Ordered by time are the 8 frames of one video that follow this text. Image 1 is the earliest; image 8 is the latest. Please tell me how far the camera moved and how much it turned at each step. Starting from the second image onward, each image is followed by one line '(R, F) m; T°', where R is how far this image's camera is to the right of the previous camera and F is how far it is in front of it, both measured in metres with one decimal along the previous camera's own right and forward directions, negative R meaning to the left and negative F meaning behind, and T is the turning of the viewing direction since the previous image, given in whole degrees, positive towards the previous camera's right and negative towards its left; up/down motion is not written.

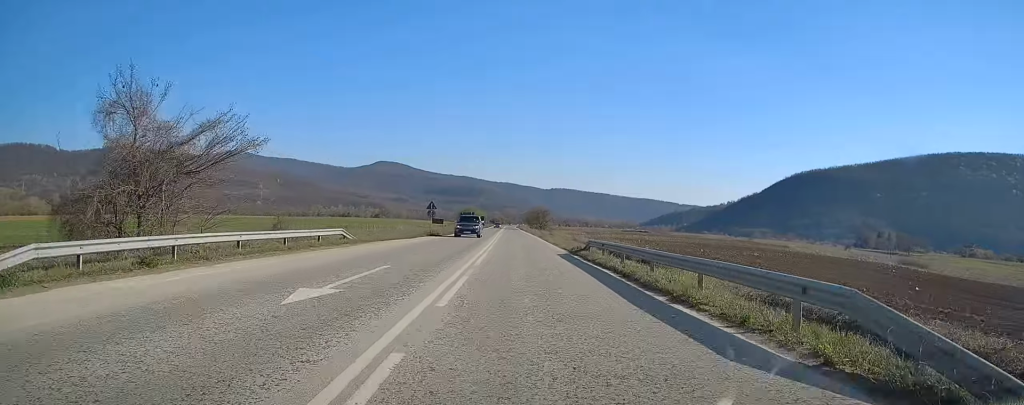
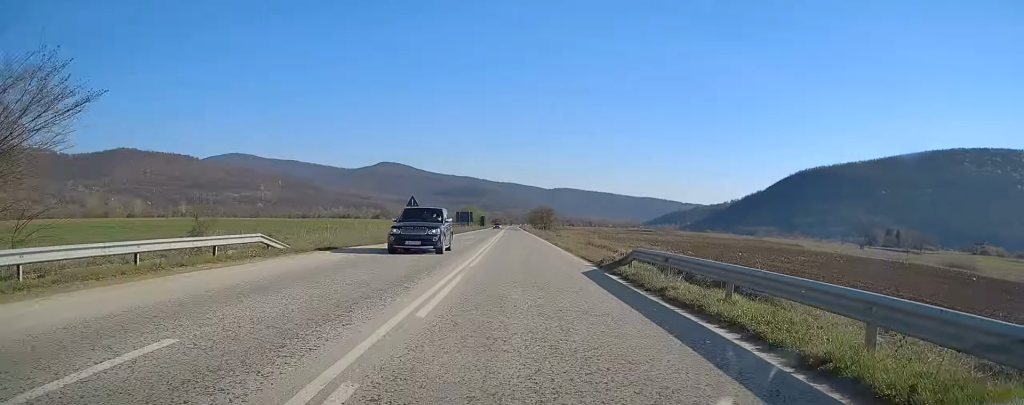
(+0.1, +9.8) m; 0°
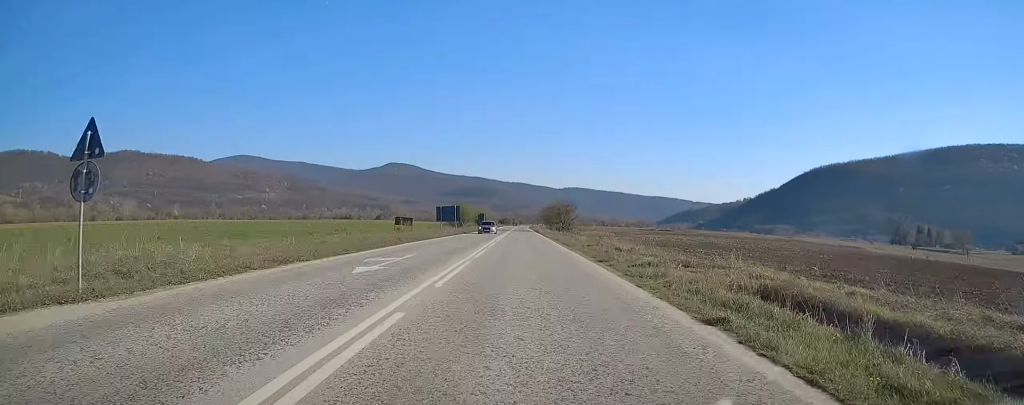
(-0.4, +32.4) m; -1°
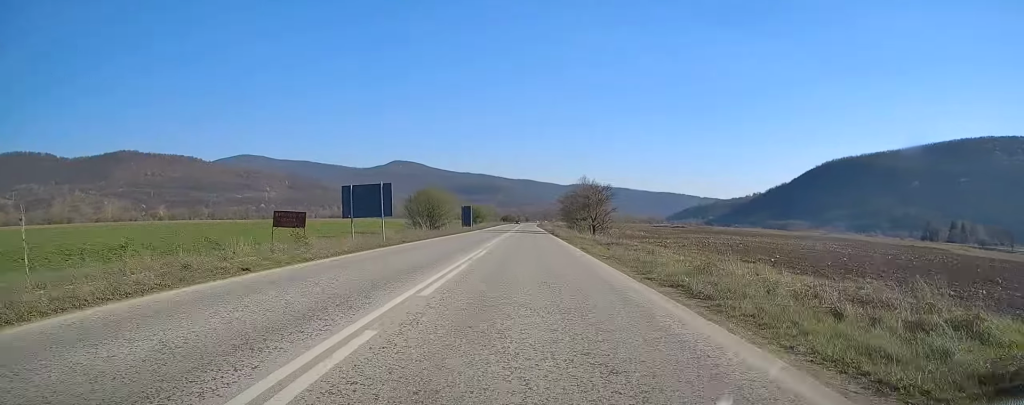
(-0.2, +37.6) m; -1°
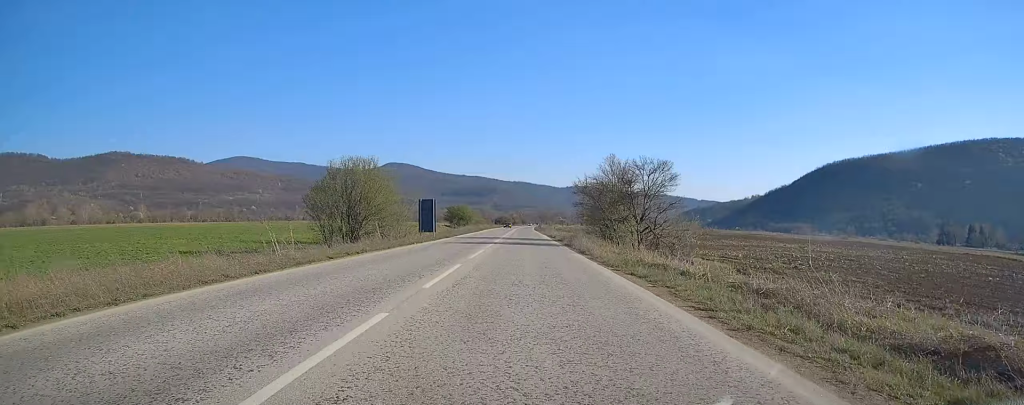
(-0.1, +27.9) m; 0°
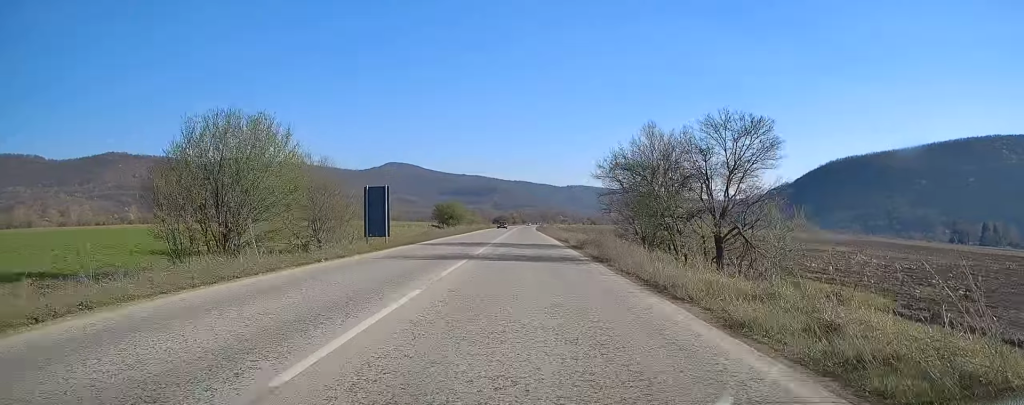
(+0.1, +15.6) m; 0°
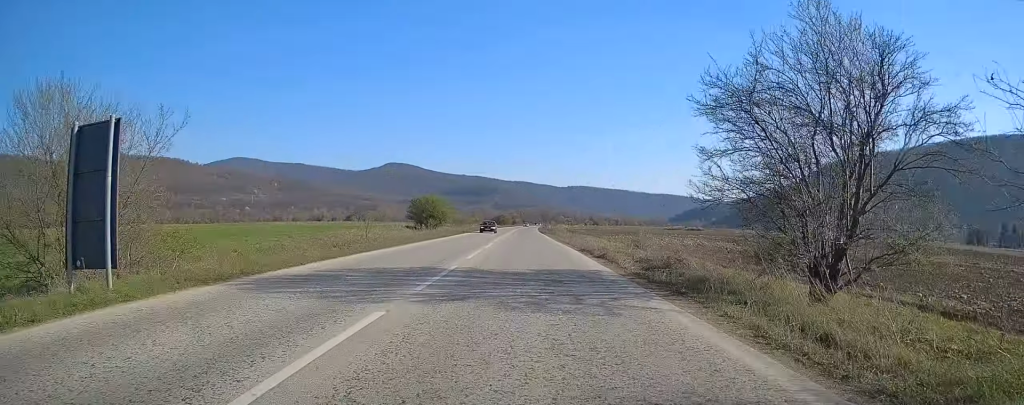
(-0.2, +20.4) m; 0°
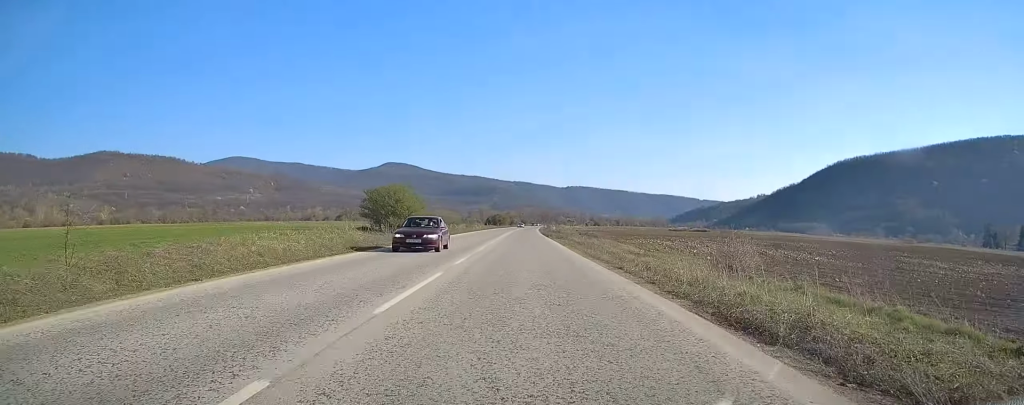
(+0.1, +20.7) m; 0°
